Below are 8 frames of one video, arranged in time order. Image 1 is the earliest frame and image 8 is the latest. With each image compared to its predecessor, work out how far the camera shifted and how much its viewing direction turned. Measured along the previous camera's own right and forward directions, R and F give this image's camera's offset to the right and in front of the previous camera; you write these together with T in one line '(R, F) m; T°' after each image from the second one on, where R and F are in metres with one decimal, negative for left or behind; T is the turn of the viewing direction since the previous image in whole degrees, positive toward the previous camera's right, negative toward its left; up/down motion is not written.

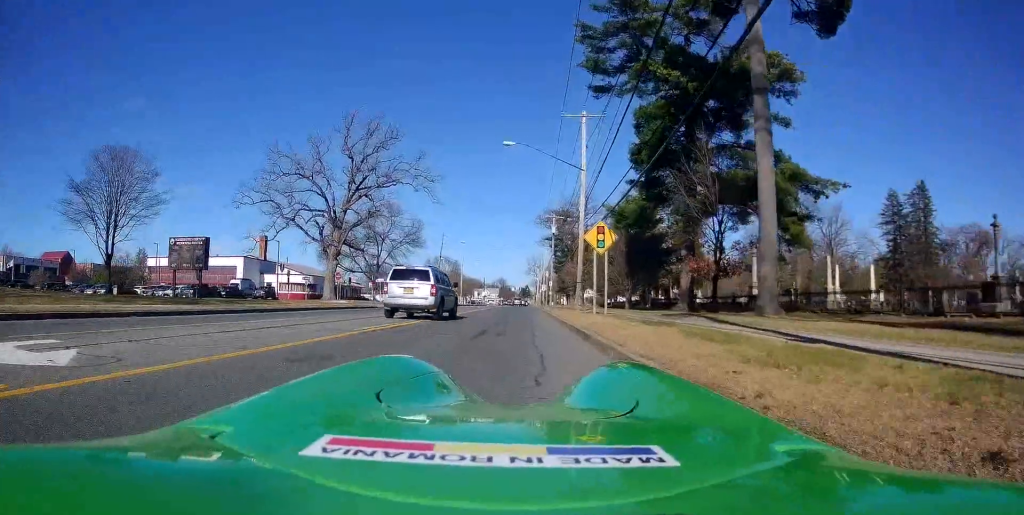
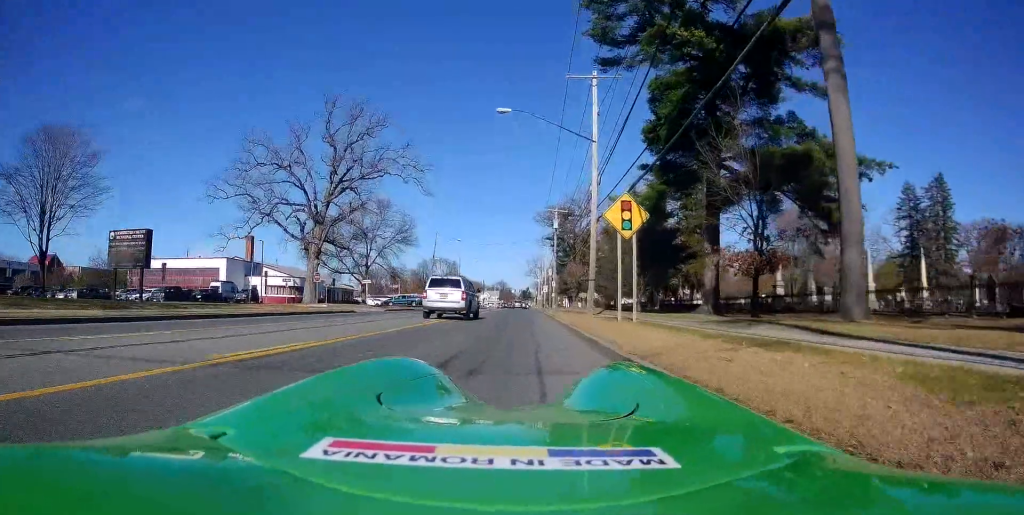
(+0.2, +5.6) m; +2°
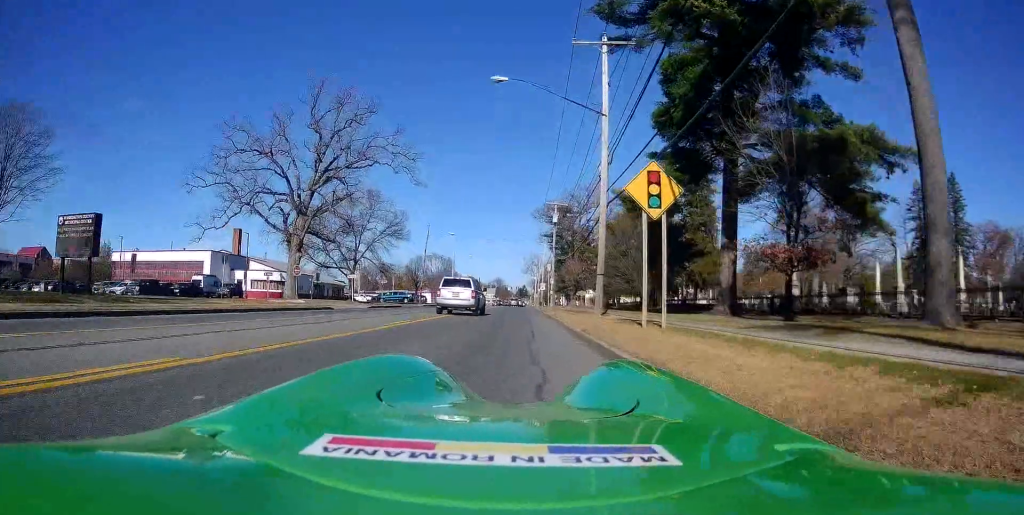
(+0.1, +3.7) m; +1°
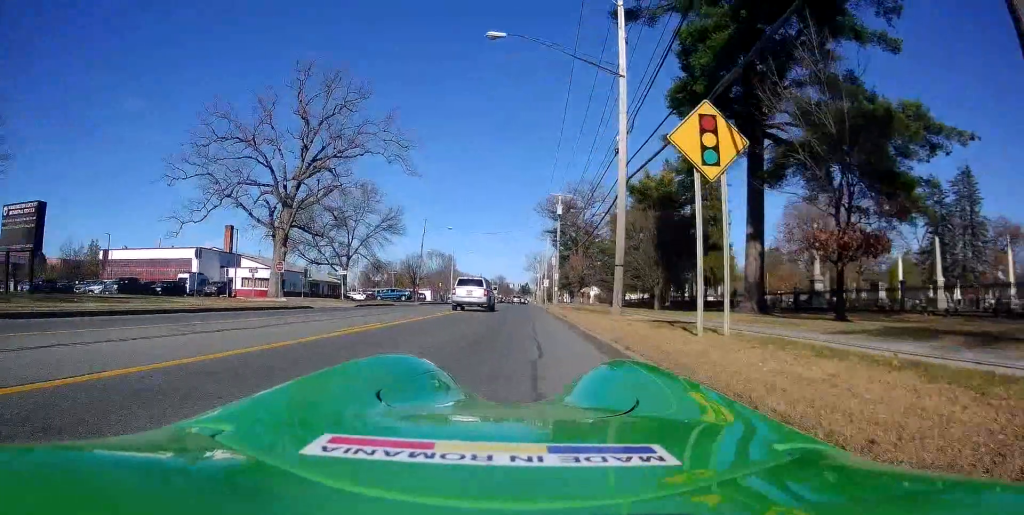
(0.0, +3.7) m; 0°
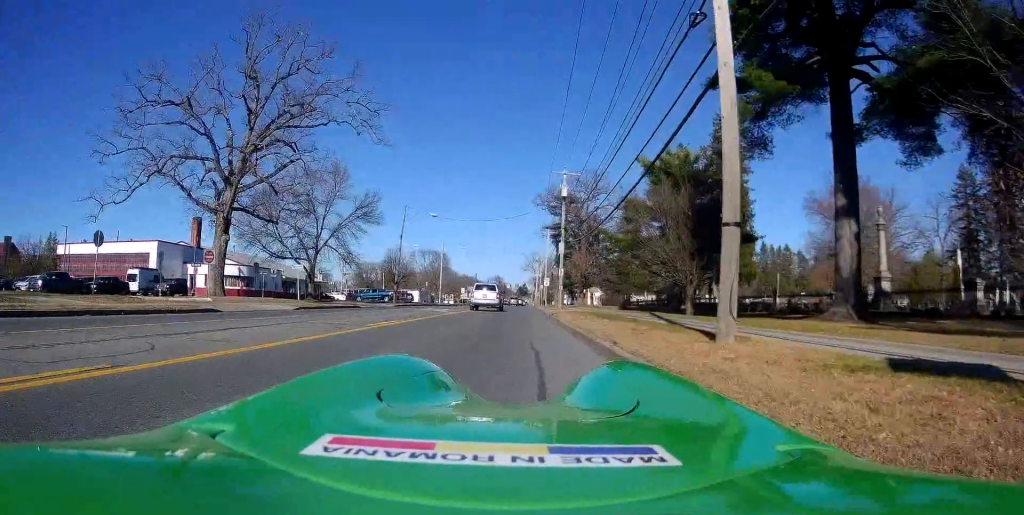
(0.0, +9.8) m; 0°
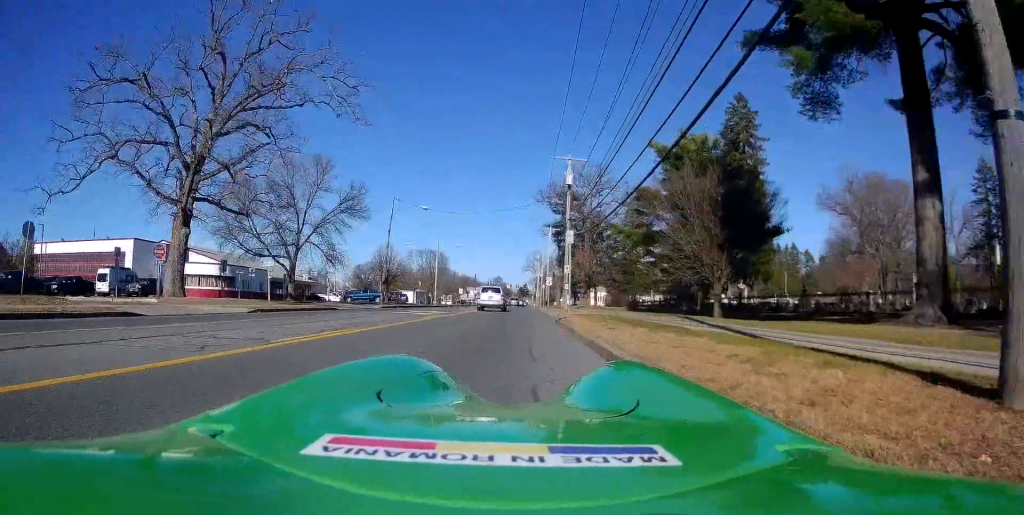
(0.0, +5.1) m; 0°
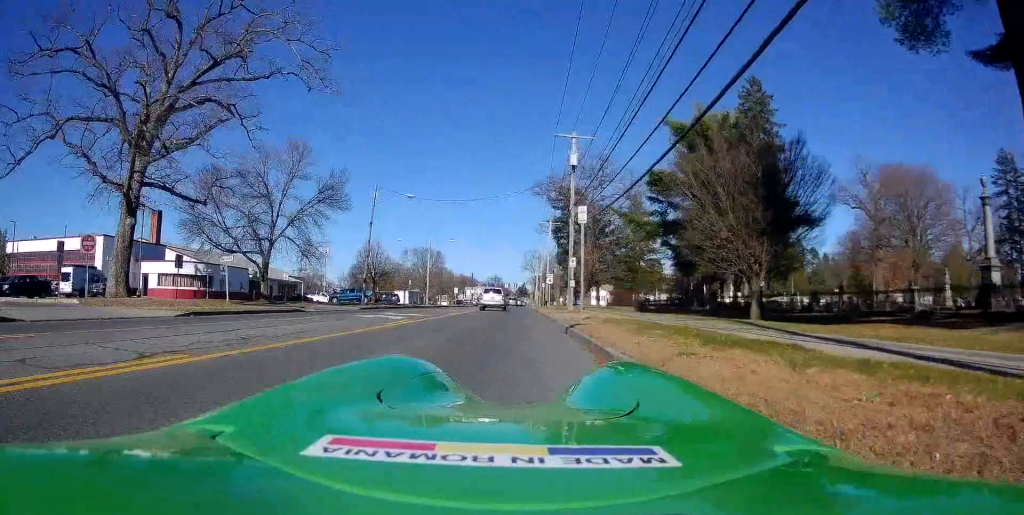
(0.0, +5.4) m; 0°
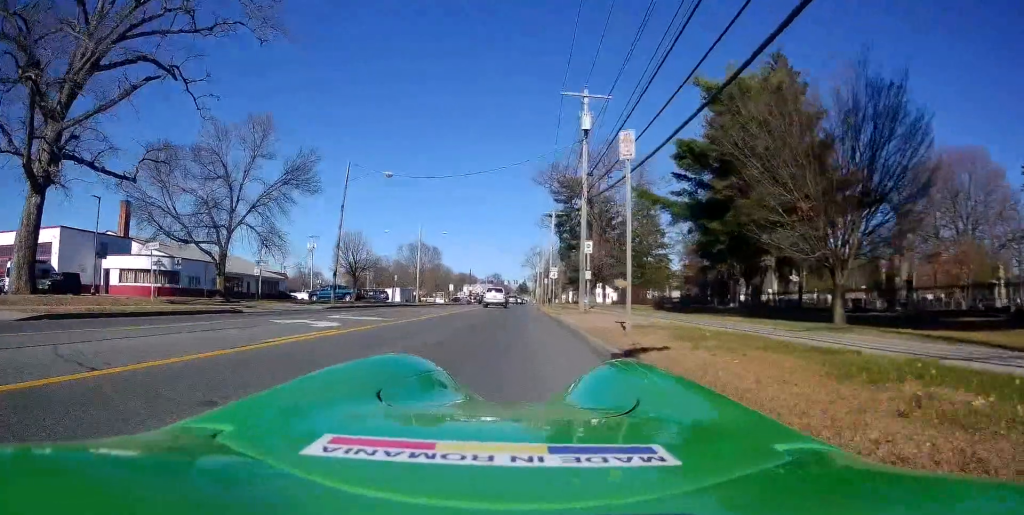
(0.0, +7.4) m; 0°
